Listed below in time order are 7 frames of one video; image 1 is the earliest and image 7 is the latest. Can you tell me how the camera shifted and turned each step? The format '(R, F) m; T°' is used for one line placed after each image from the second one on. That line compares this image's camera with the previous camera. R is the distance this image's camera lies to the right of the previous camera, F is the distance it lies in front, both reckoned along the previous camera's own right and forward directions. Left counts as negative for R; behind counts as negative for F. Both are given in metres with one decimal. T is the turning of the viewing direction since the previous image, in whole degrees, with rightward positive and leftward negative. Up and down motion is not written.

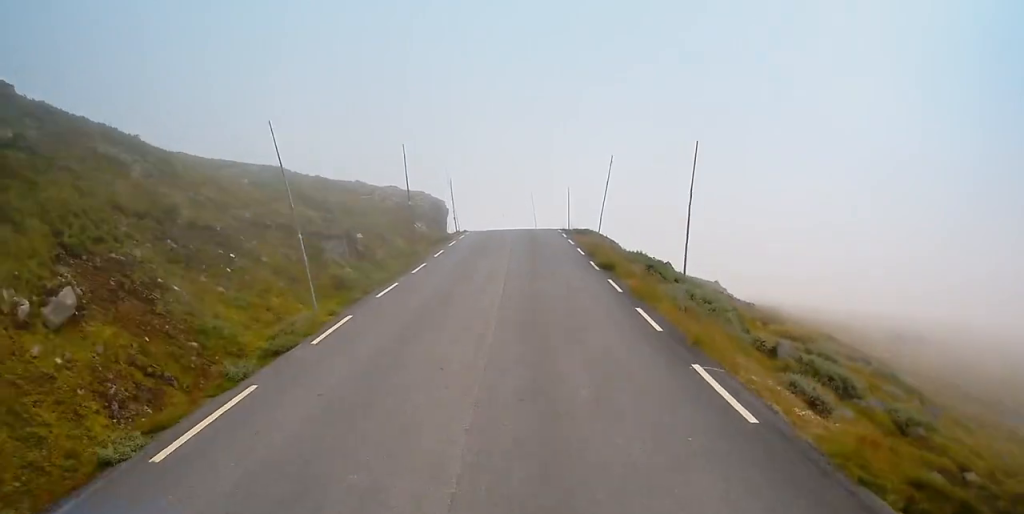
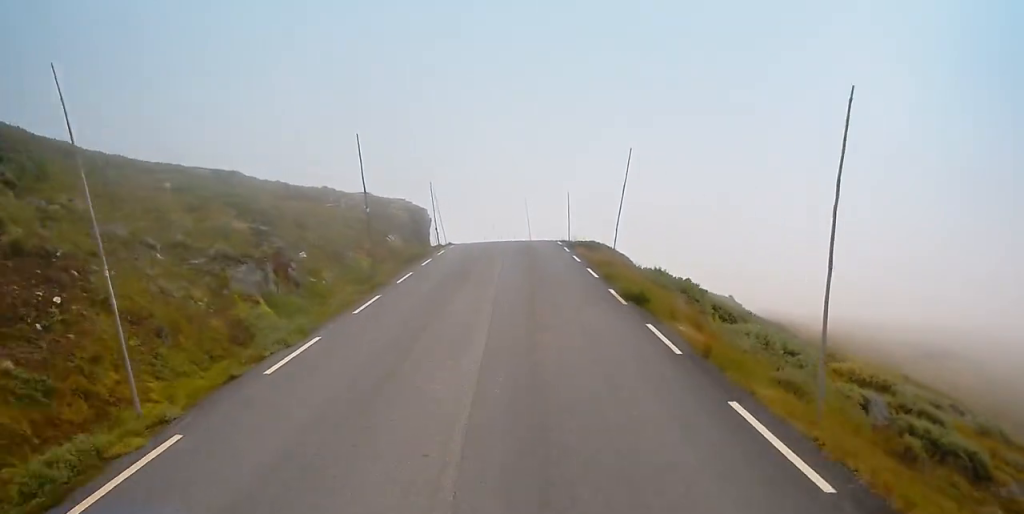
(+0.1, +8.0) m; -1°
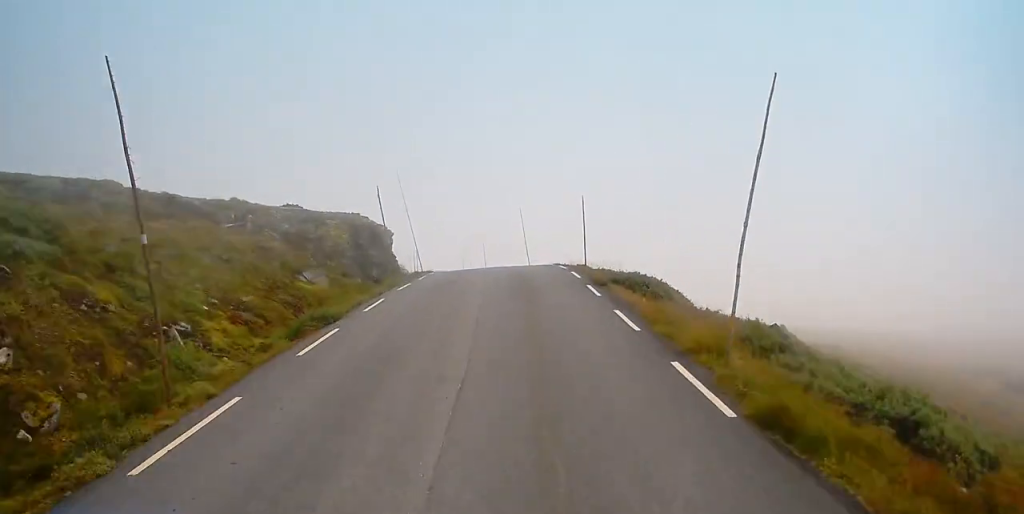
(-0.2, +15.3) m; 0°
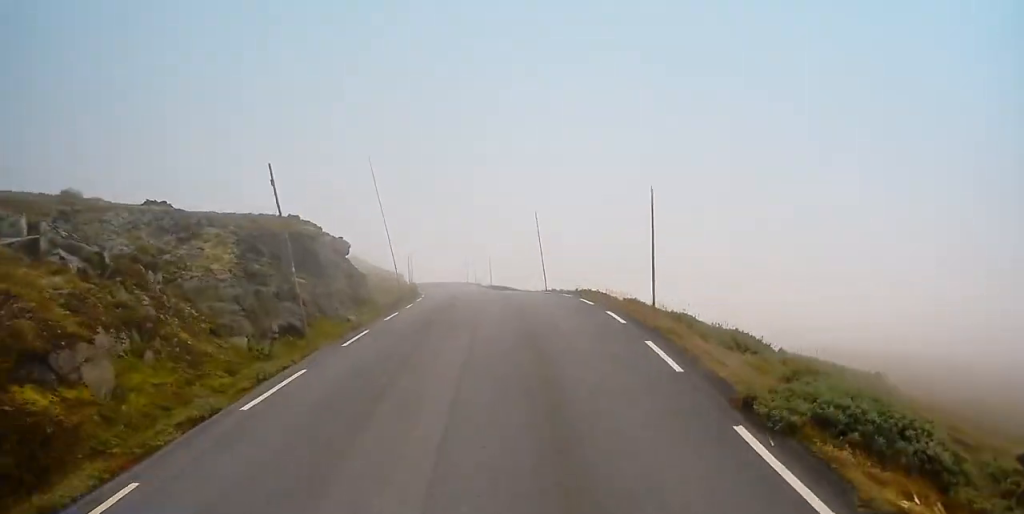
(0.0, +14.6) m; -2°
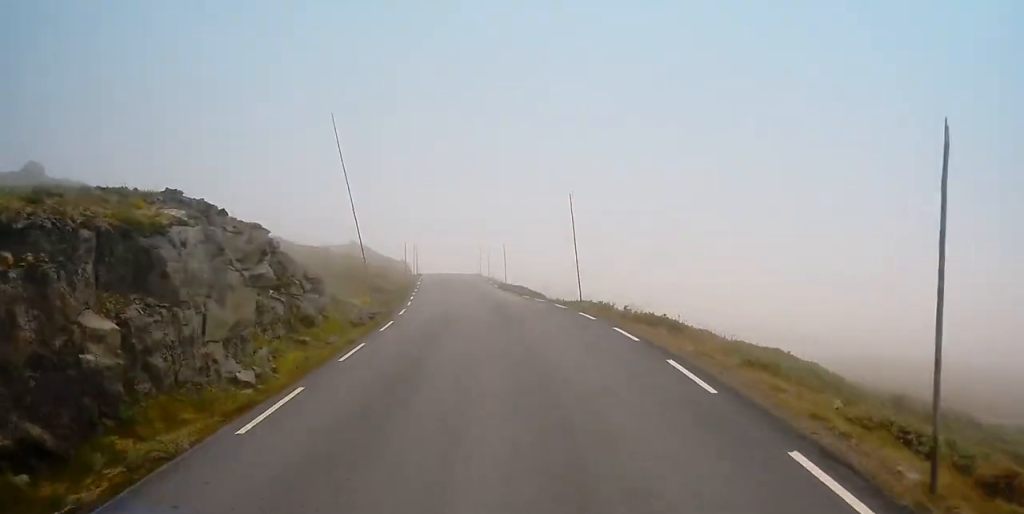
(-0.2, +12.6) m; -1°
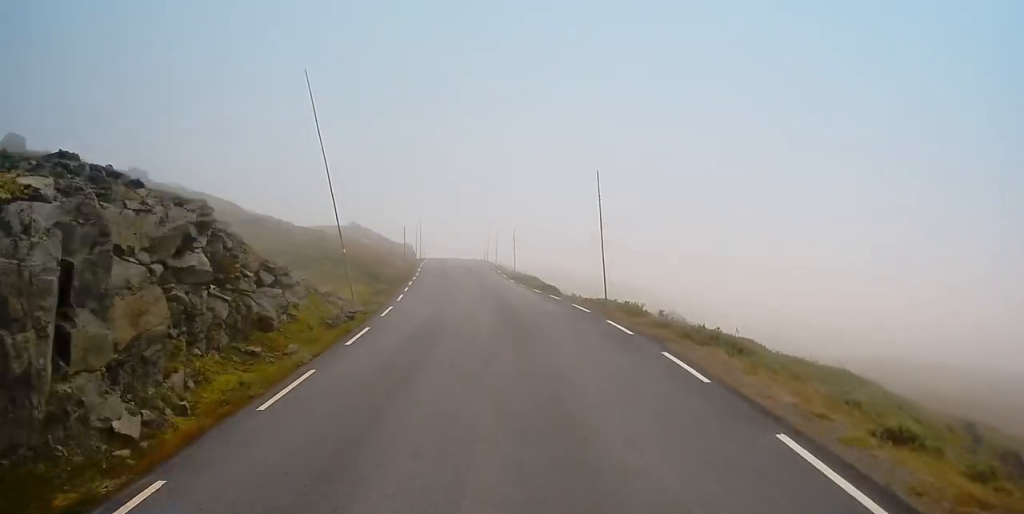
(0.0, +5.3) m; 0°
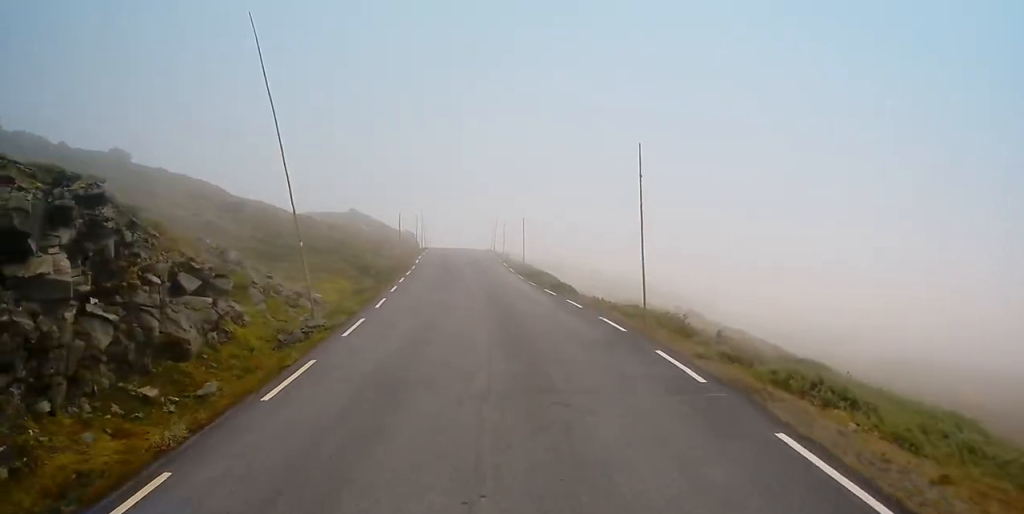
(0.0, +5.9) m; 0°
